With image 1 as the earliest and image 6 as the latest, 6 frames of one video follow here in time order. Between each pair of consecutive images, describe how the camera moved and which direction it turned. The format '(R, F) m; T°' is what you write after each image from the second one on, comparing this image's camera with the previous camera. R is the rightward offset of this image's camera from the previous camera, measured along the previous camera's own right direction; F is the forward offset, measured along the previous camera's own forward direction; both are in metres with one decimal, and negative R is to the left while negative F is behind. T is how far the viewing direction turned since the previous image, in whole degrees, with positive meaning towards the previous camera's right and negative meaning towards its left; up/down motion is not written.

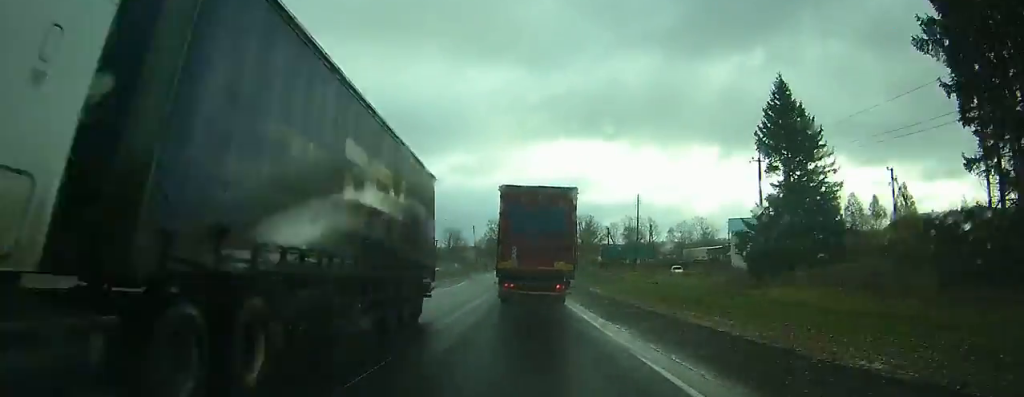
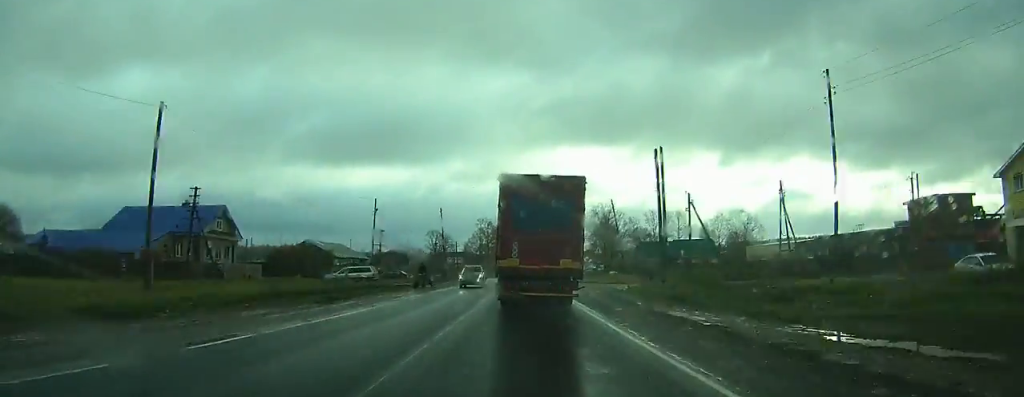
(+0.3, +57.2) m; +1°
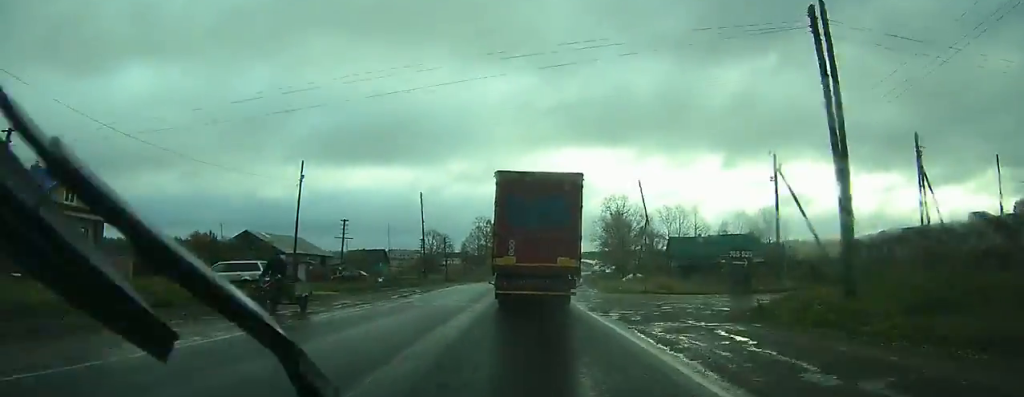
(0.0, +21.1) m; 0°
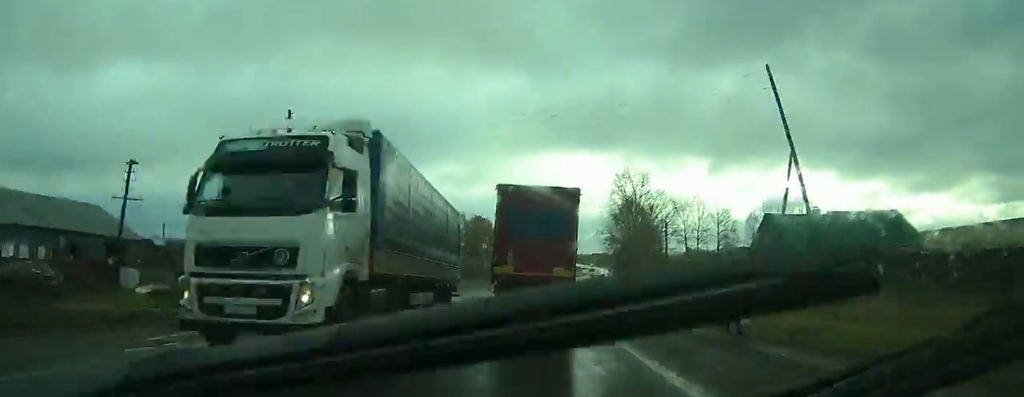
(+0.5, +42.5) m; +1°
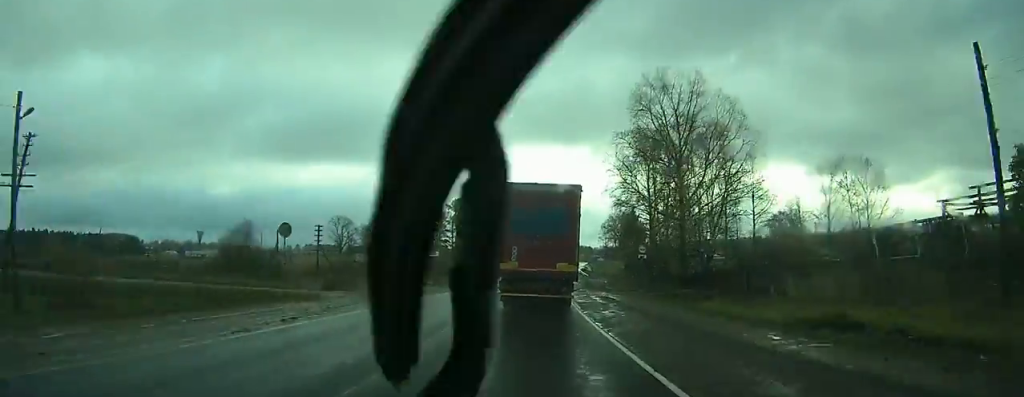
(+1.0, +48.6) m; +3°
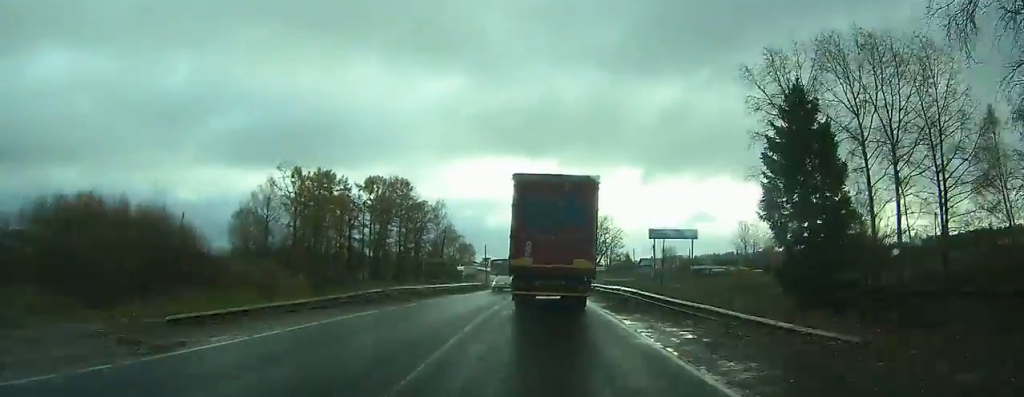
(+2.5, +63.6) m; +5°
